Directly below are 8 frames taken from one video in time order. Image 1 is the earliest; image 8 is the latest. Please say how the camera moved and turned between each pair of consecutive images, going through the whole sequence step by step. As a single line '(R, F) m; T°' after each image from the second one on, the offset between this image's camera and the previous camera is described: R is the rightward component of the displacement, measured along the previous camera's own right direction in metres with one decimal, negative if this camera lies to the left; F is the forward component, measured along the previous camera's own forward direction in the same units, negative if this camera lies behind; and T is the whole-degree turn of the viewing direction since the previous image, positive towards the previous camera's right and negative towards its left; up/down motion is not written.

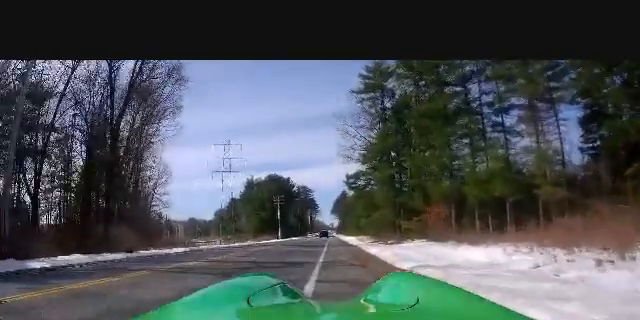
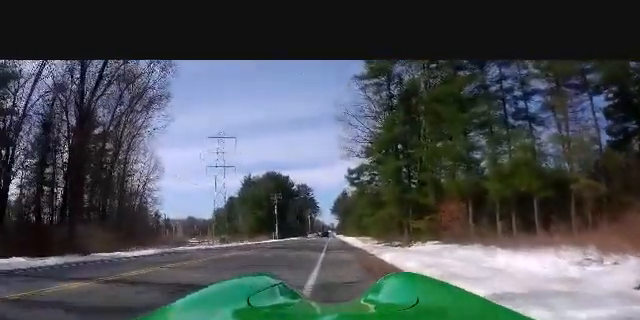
(0.0, +4.6) m; 0°
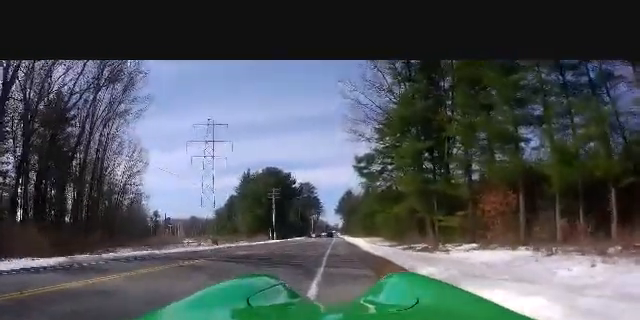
(+0.1, +8.6) m; +1°
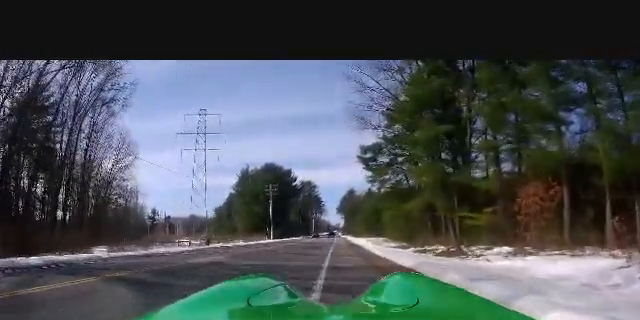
(0.0, +5.0) m; +1°
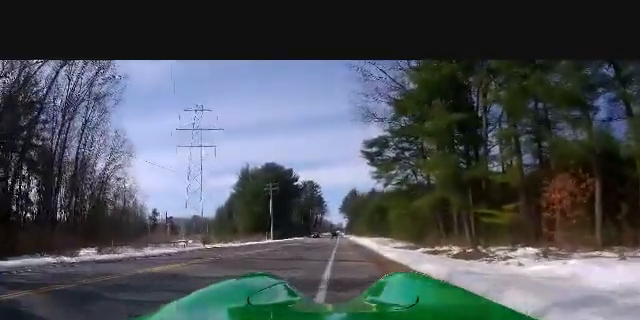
(0.0, +2.7) m; +1°
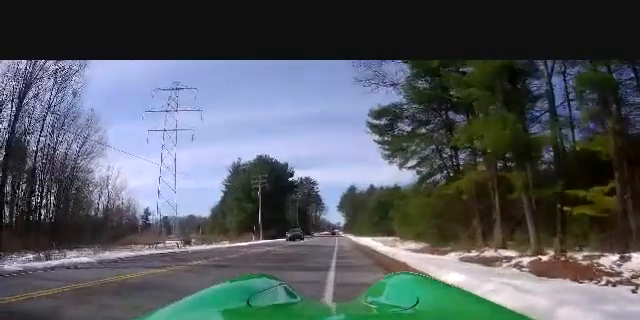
(+0.2, +8.4) m; -1°
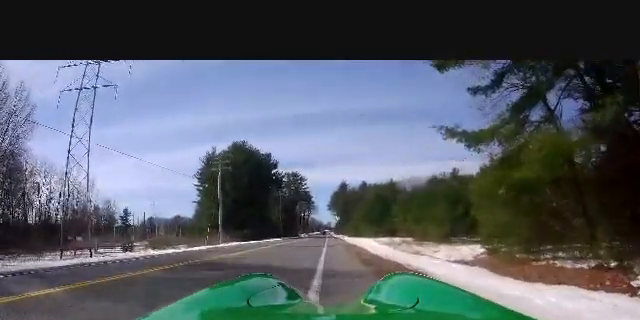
(-0.6, +15.2) m; +1°
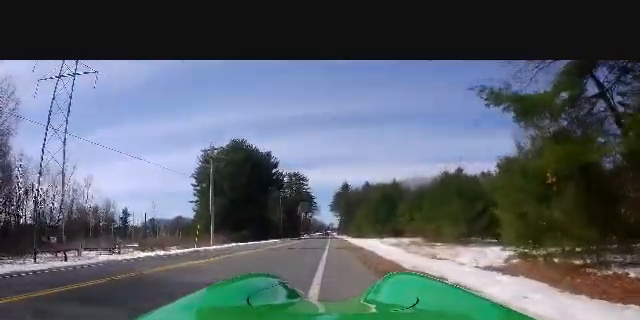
(+0.1, +3.4) m; +2°
